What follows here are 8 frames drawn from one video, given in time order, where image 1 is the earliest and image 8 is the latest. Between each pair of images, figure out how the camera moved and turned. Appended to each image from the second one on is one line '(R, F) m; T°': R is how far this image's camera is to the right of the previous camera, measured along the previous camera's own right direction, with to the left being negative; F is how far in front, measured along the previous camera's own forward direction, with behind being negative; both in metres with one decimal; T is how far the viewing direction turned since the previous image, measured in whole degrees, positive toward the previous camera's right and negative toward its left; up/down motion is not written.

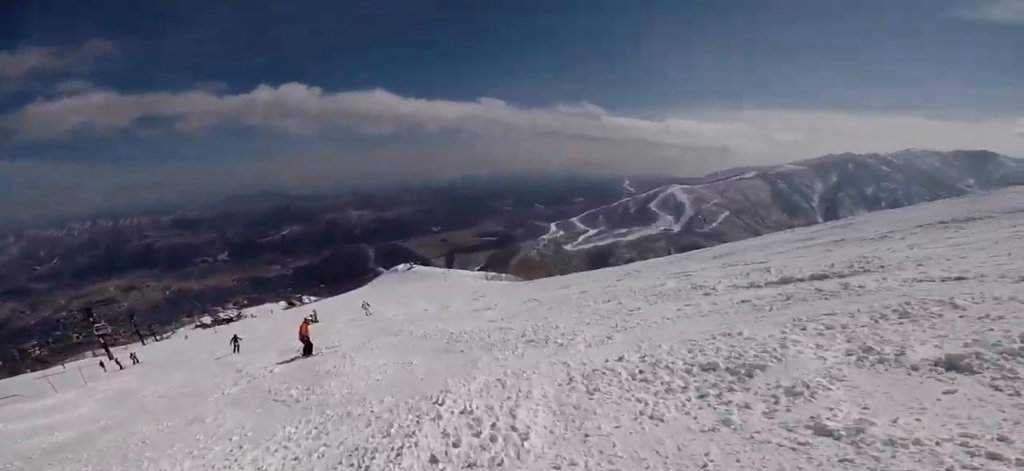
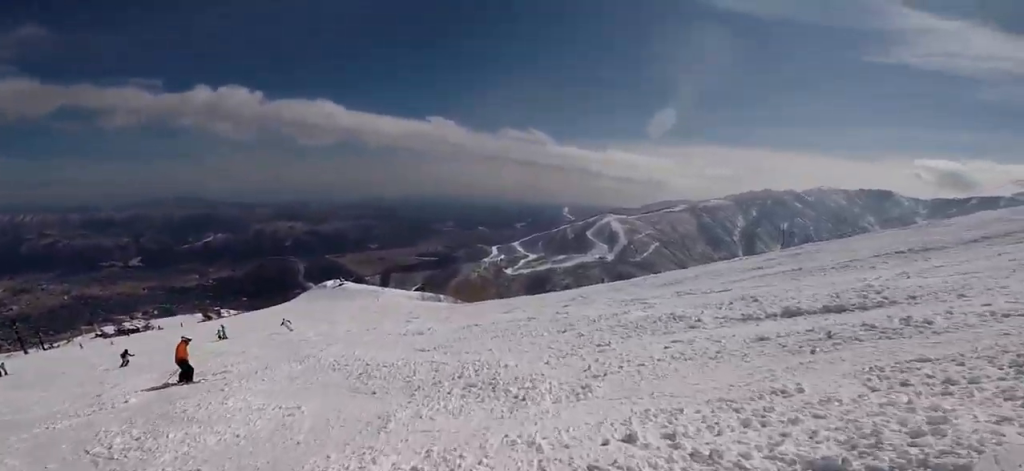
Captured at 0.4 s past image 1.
(-0.1, +1.8) m; +16°
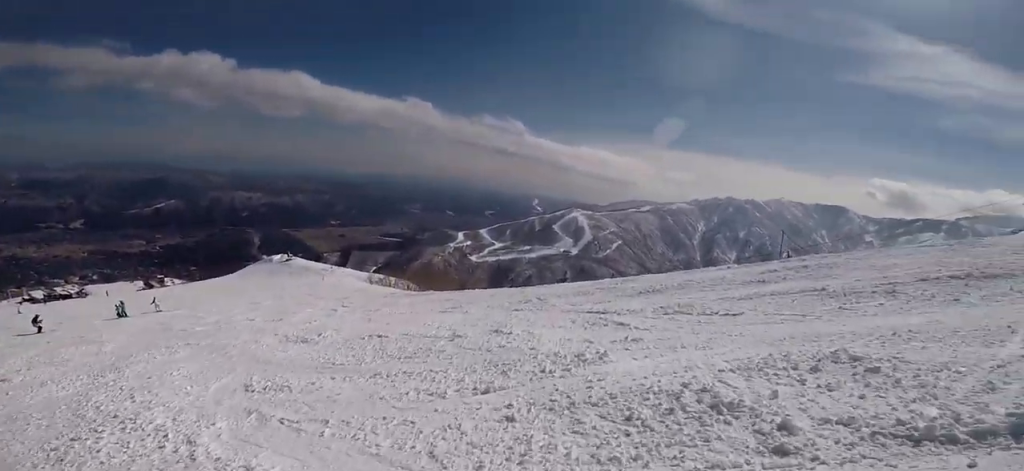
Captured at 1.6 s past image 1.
(+1.8, +3.8) m; +27°
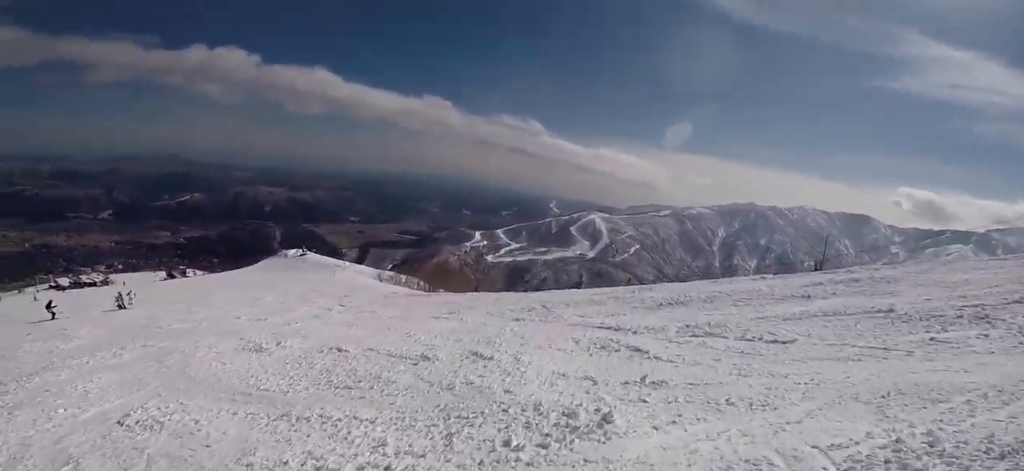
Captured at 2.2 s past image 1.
(+0.2, +2.0) m; -7°
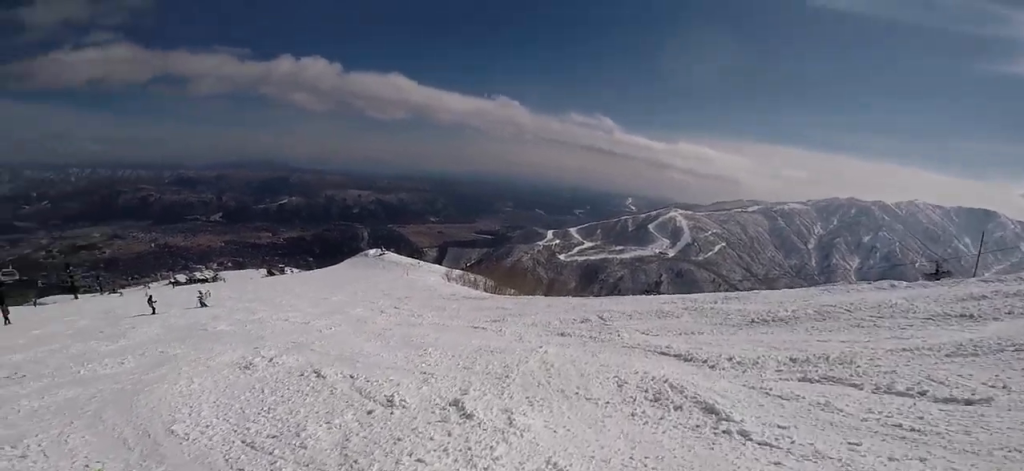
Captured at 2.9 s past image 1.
(-0.3, +2.8) m; -13°
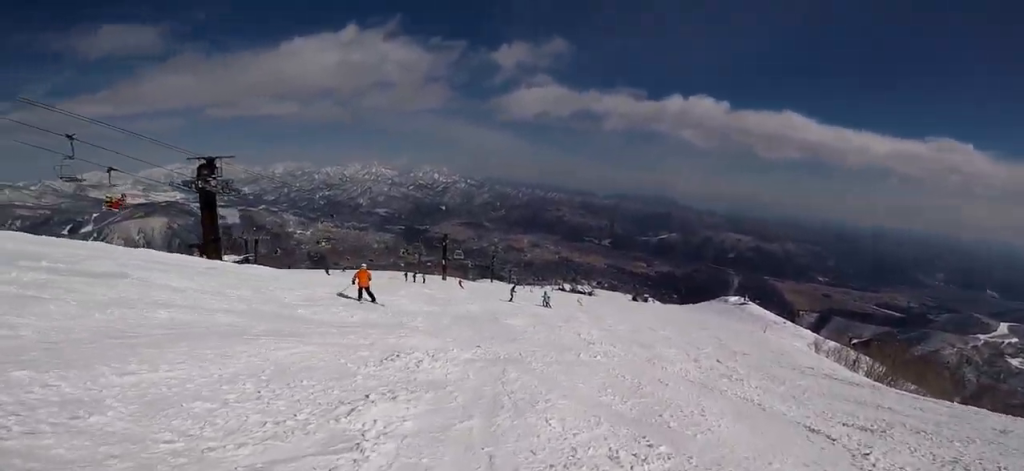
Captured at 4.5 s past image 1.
(-1.0, +5.4) m; -53°
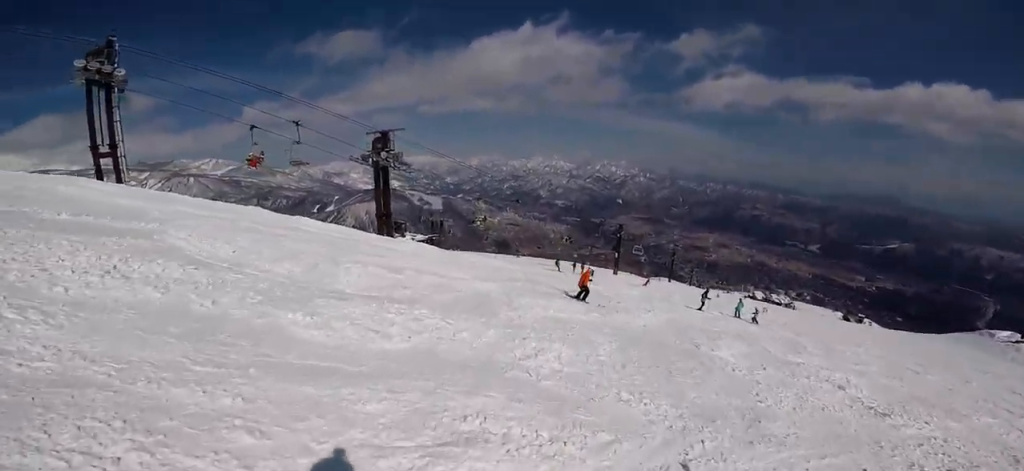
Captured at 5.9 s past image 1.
(-2.9, +4.6) m; -22°
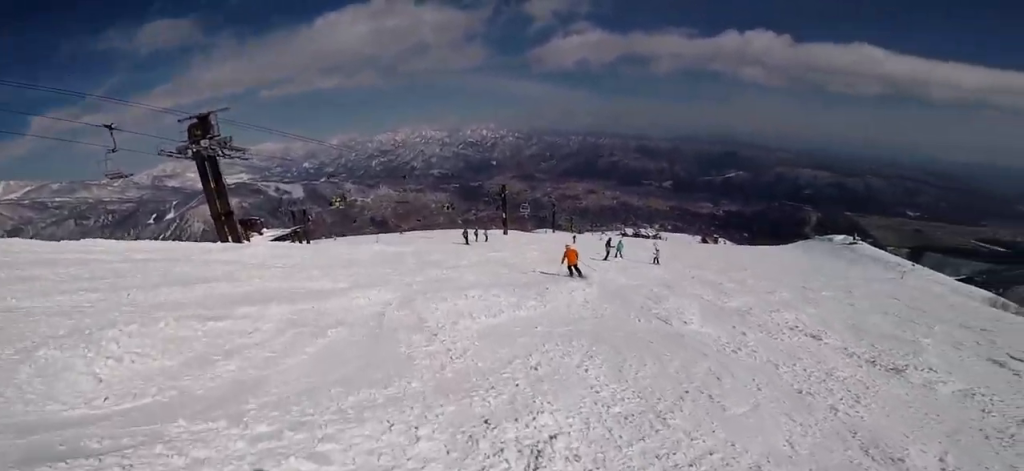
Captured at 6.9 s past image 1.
(+0.5, +3.6) m; +13°
